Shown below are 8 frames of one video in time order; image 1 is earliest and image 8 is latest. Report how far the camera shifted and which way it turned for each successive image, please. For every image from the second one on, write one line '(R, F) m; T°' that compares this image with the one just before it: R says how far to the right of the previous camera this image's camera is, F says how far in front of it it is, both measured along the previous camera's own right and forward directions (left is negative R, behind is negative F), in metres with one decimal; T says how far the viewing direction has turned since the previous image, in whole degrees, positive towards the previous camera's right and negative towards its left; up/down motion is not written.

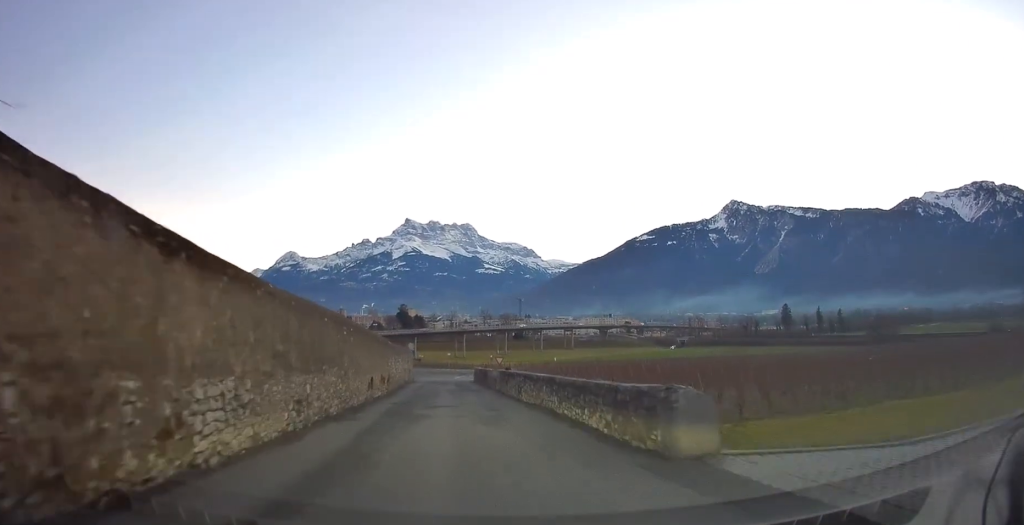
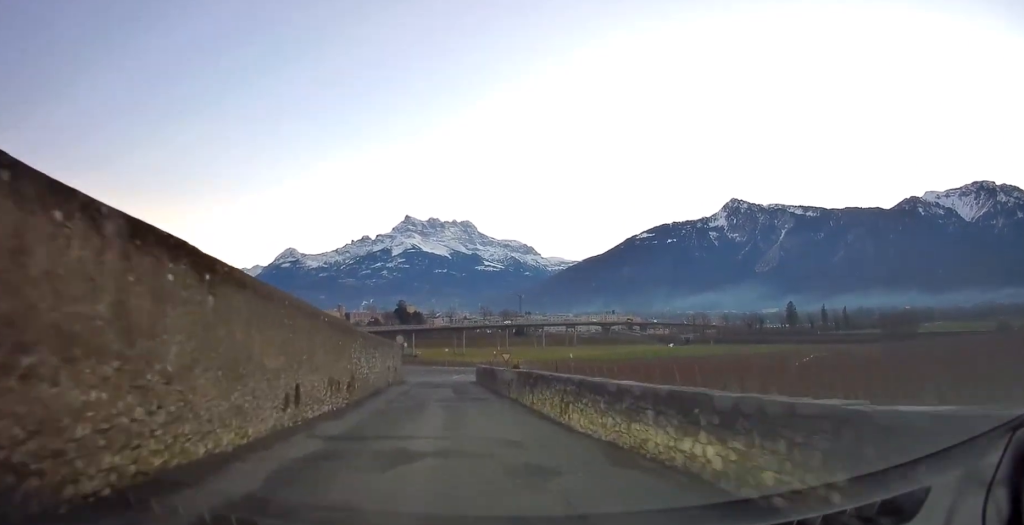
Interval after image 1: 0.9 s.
(+0.1, +10.3) m; +1°
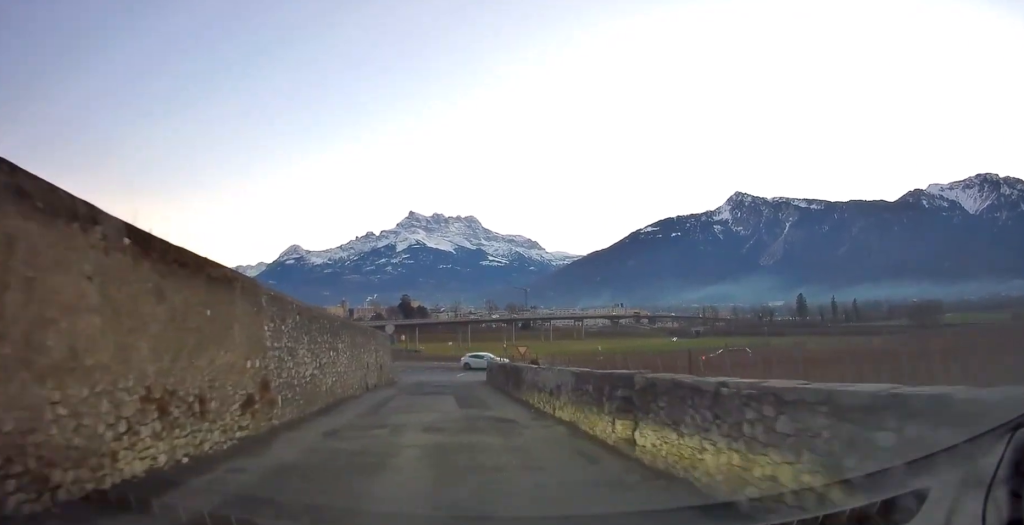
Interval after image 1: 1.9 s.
(+0.1, +10.3) m; 0°
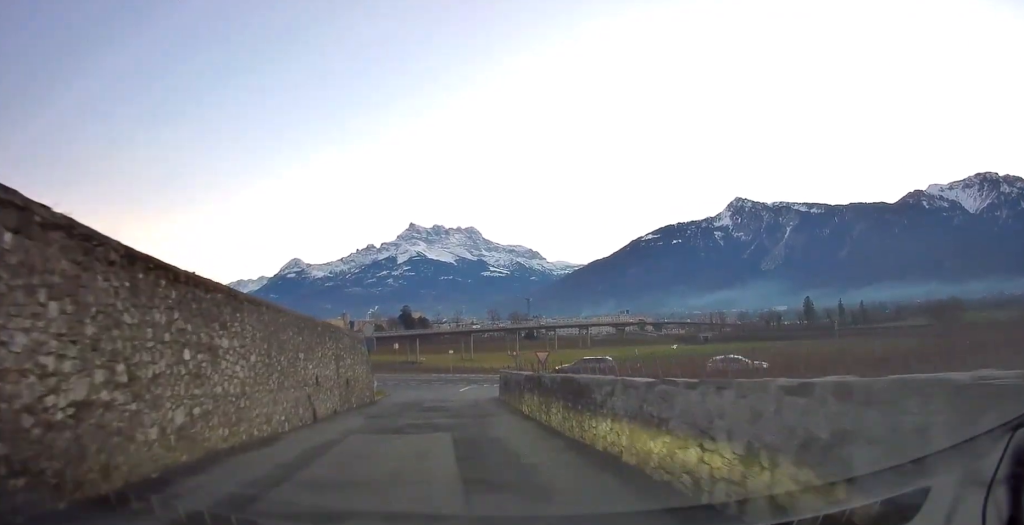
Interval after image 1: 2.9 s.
(-0.1, +10.3) m; -1°
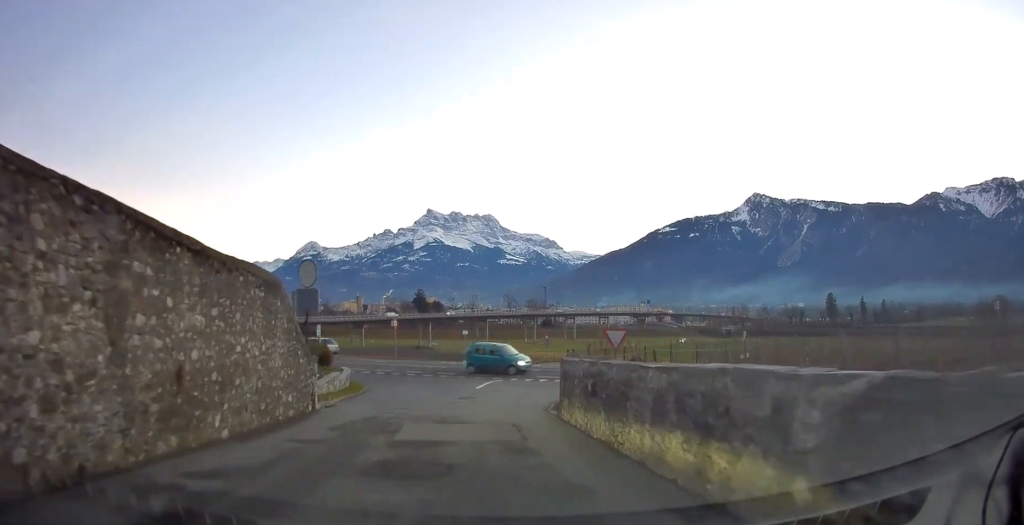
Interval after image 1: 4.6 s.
(-0.1, +15.0) m; -1°
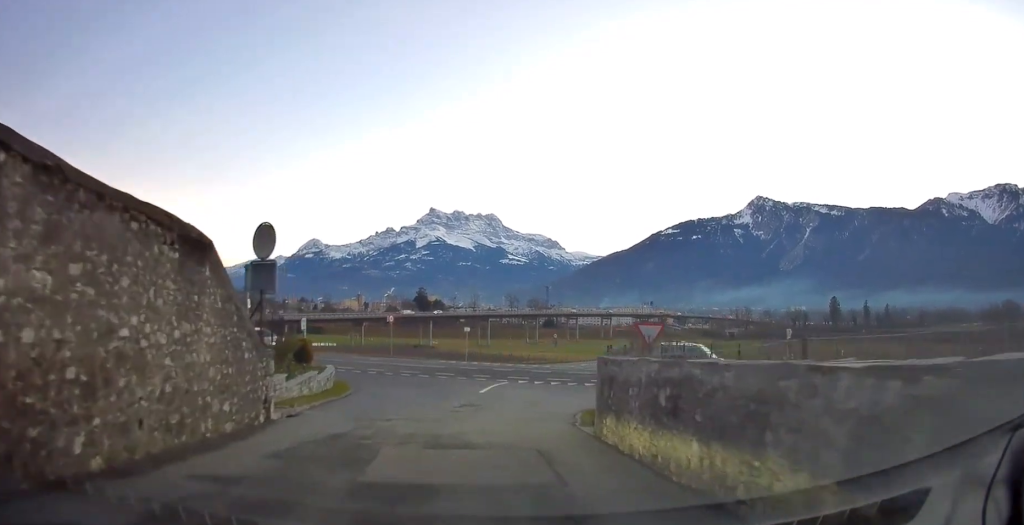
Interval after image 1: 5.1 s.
(0.0, +4.0) m; 0°
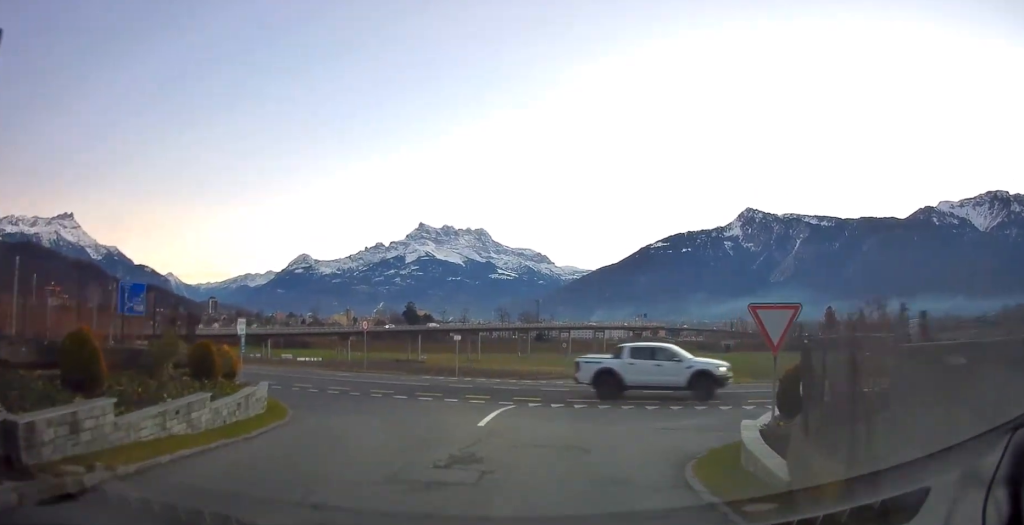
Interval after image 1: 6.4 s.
(-0.1, +8.8) m; 0°
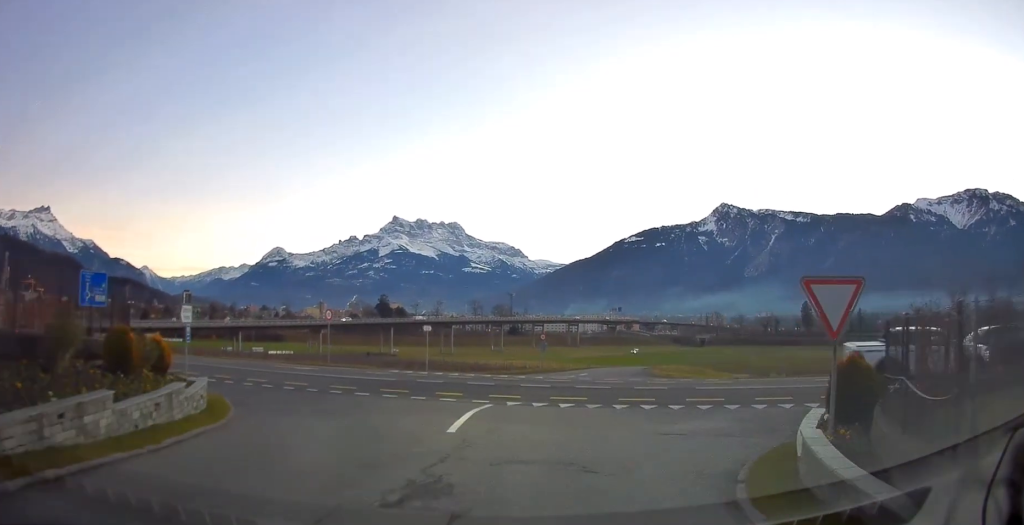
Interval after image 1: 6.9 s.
(0.0, +3.1) m; +1°
